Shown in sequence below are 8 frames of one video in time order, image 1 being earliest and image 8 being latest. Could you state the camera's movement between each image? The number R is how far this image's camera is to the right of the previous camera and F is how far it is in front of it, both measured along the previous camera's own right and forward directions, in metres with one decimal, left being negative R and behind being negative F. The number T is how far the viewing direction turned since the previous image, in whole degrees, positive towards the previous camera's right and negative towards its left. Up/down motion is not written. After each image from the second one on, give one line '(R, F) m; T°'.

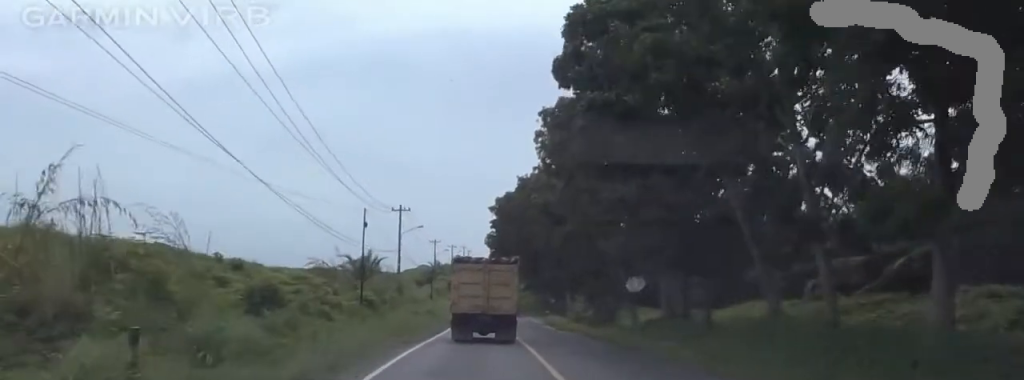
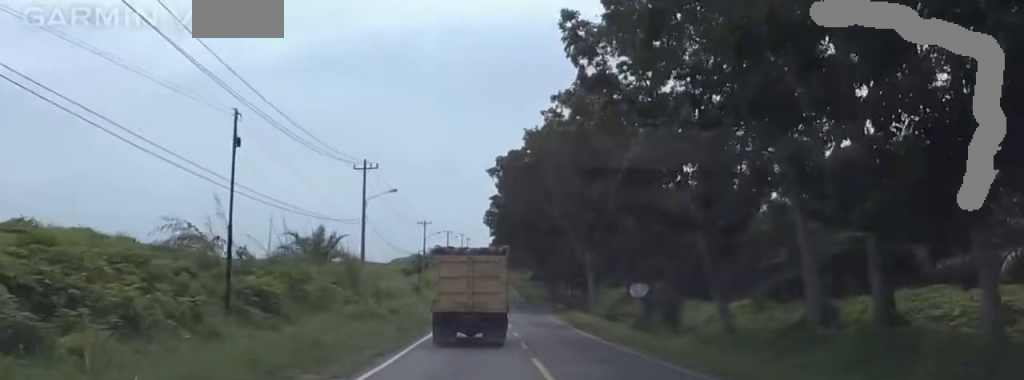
(-0.4, +23.7) m; +3°
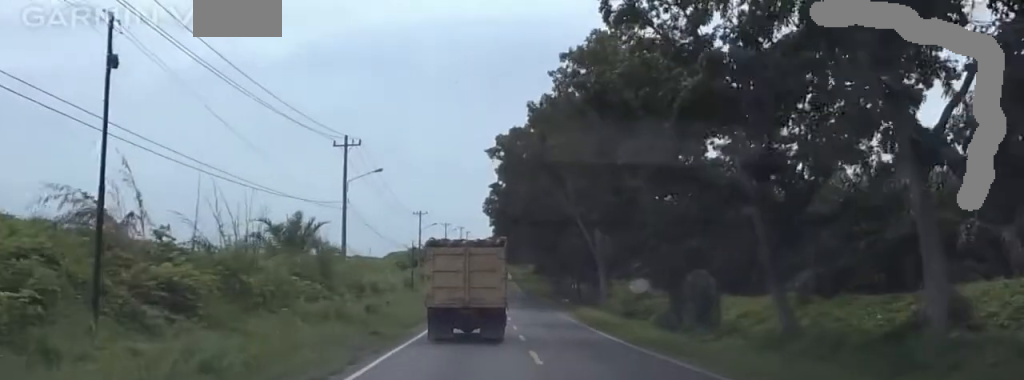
(+0.5, +7.7) m; 0°
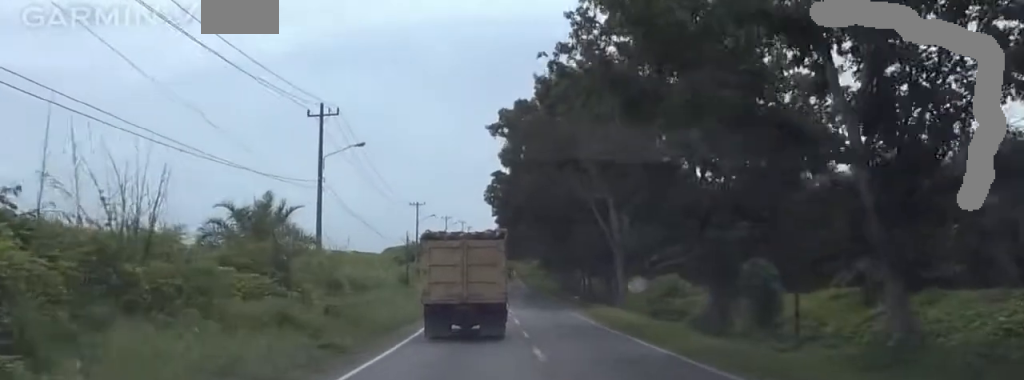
(+0.2, +8.3) m; 0°
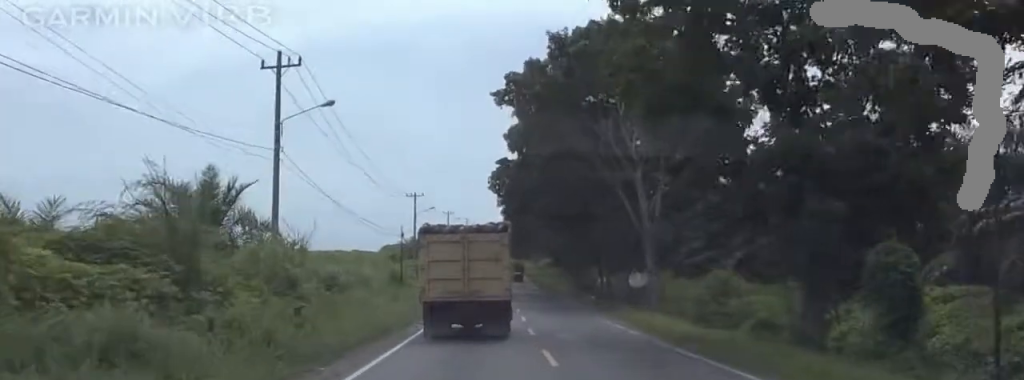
(-0.6, +9.9) m; 0°
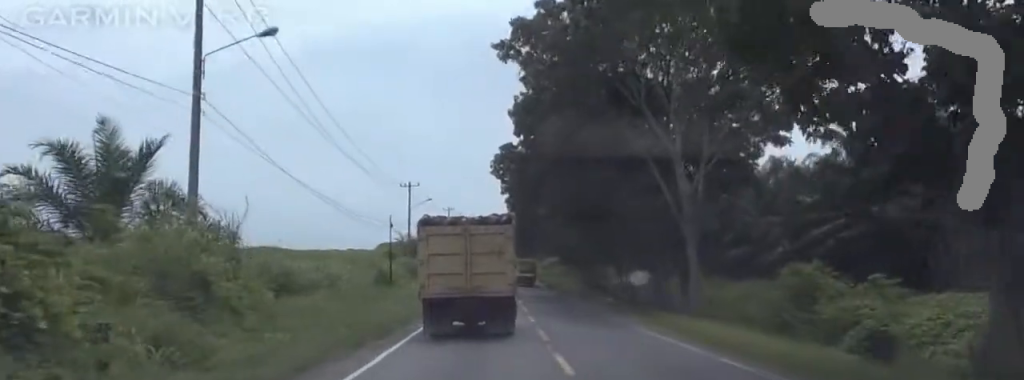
(+0.3, +10.1) m; -1°
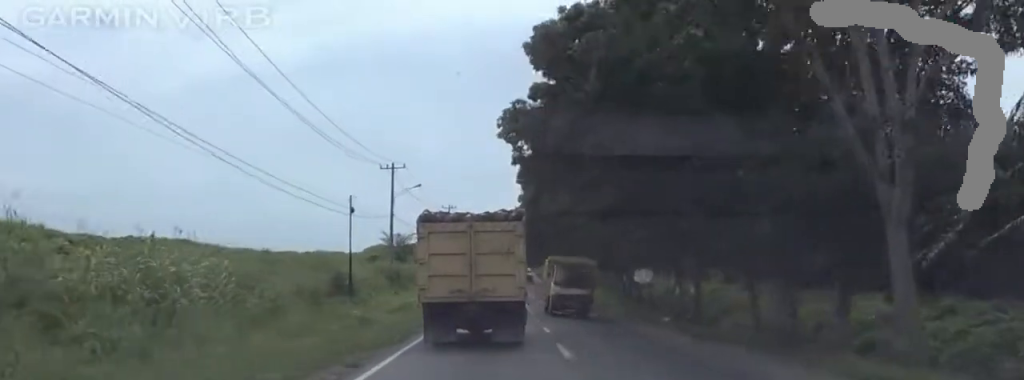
(-0.9, +21.2) m; +1°
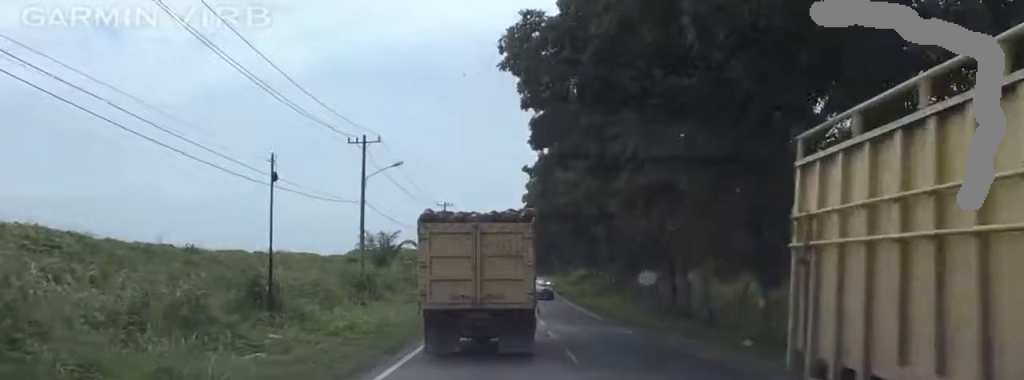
(+1.6, +15.7) m; +2°
